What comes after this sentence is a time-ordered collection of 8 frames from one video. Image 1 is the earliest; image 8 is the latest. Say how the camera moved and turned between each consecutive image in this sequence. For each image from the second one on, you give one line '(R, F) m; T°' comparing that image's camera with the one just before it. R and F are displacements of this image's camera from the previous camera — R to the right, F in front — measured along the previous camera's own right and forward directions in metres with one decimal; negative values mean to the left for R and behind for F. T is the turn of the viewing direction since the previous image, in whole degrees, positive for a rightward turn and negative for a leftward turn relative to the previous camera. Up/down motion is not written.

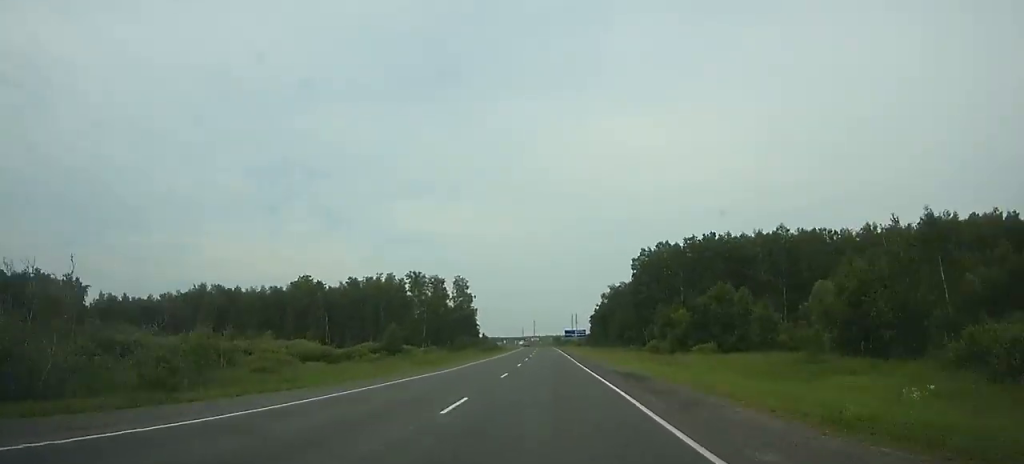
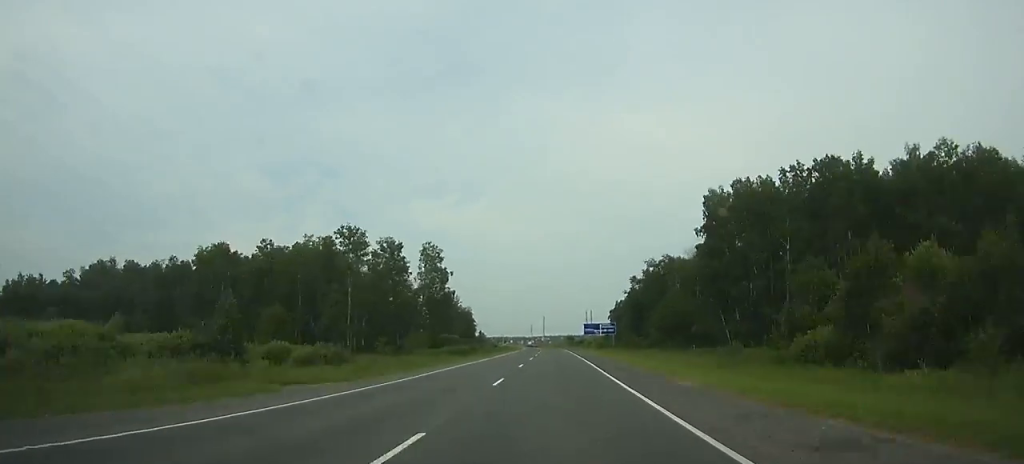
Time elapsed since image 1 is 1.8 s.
(-0.6, +54.3) m; -1°
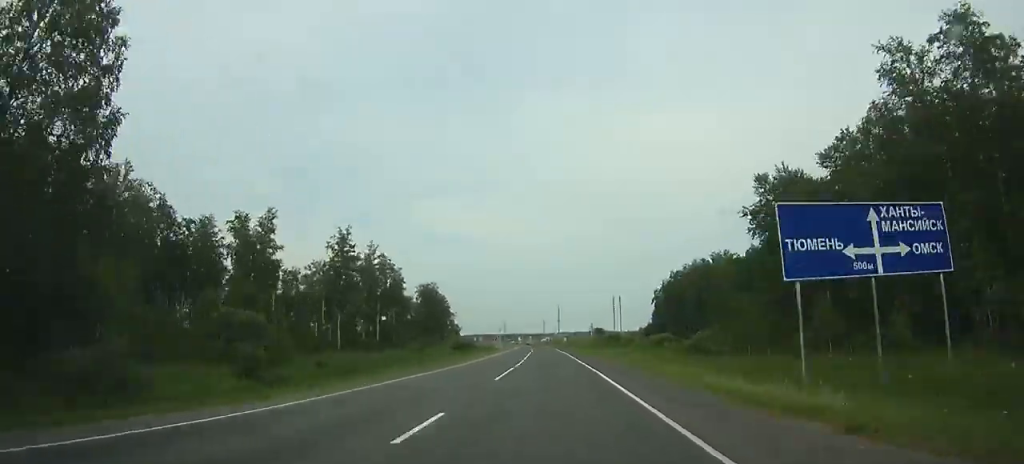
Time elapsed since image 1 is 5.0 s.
(-1.6, +97.0) m; -2°
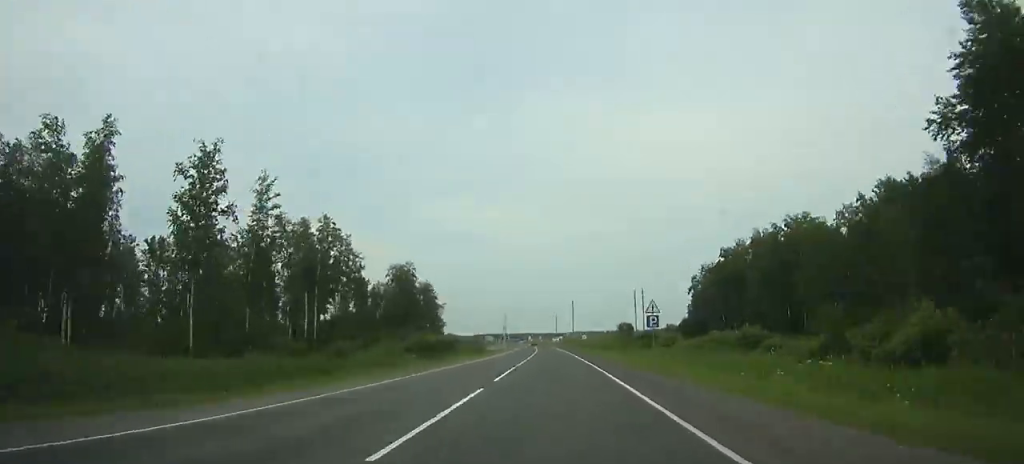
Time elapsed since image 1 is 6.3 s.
(-0.2, +37.9) m; -1°
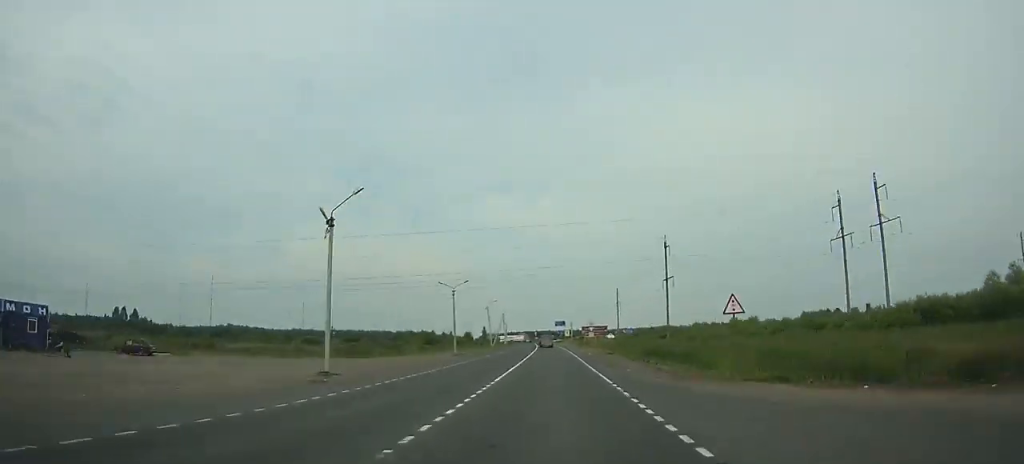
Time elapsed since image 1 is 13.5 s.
(-7.1, +181.8) m; -4°
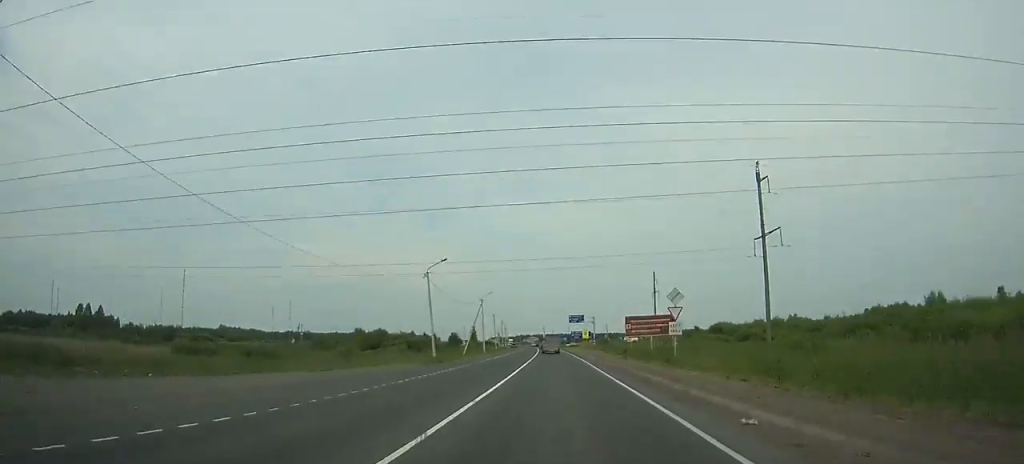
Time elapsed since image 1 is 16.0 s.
(-0.9, +53.1) m; -1°
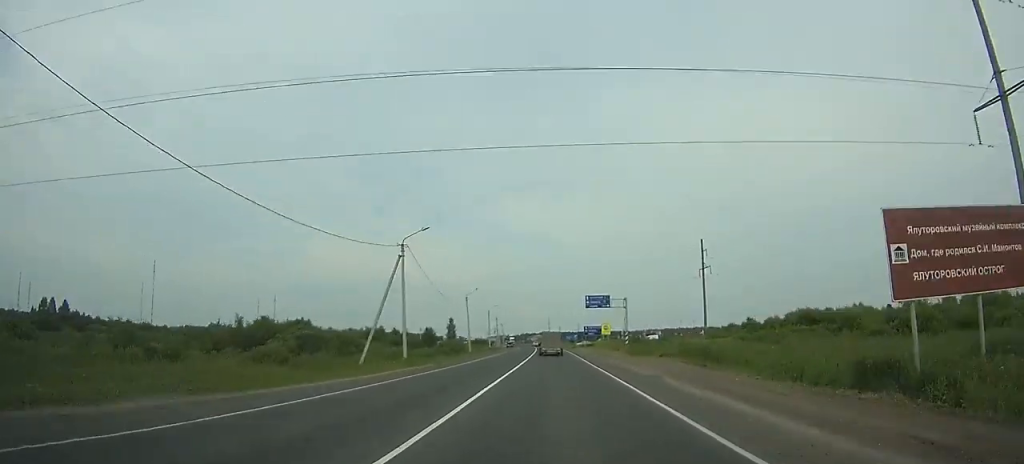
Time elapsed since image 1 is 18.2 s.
(0.0, +39.7) m; -1°
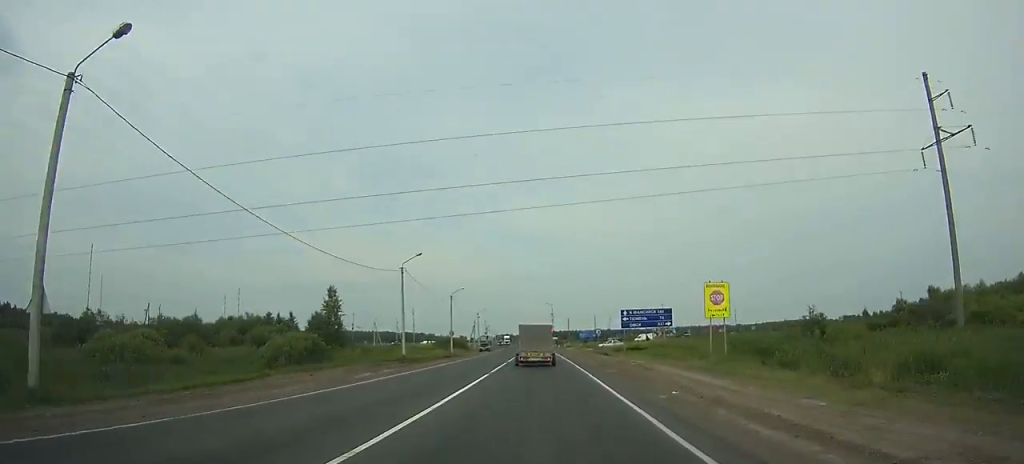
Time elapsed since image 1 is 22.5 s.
(-0.9, +60.4) m; -2°
